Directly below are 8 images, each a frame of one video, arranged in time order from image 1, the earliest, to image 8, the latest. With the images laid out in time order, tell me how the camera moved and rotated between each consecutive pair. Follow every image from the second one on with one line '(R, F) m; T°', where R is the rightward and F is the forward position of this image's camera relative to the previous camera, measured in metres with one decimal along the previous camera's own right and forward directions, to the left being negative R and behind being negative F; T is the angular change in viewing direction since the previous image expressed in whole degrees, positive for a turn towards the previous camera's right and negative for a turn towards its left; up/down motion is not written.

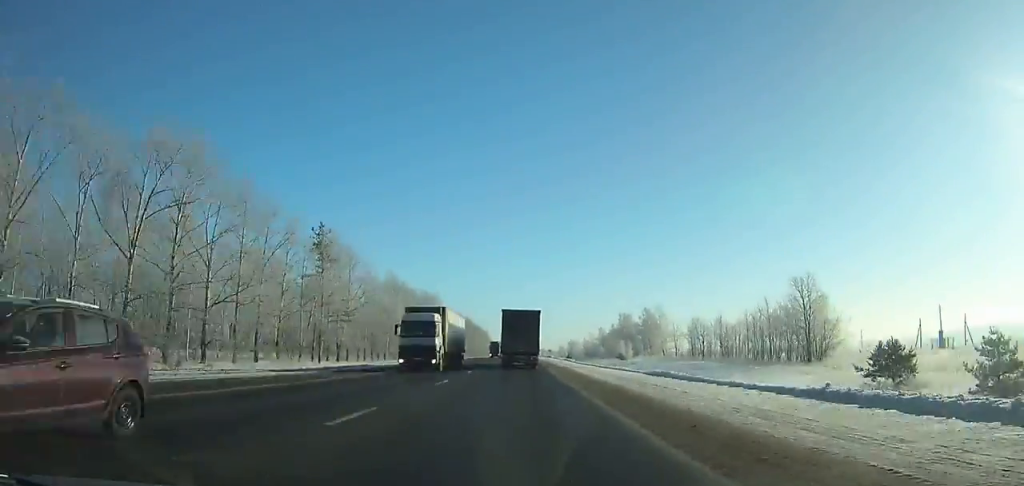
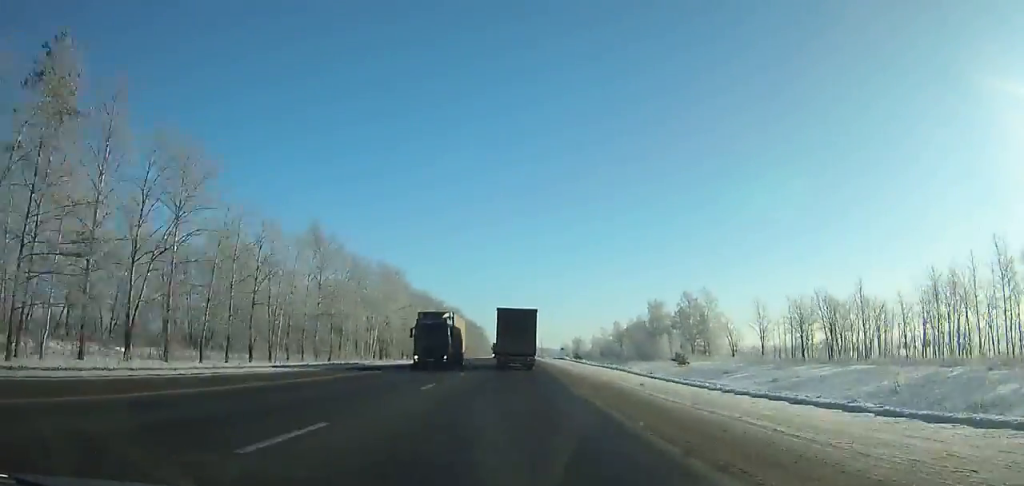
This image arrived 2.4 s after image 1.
(+0.1, +50.8) m; 0°
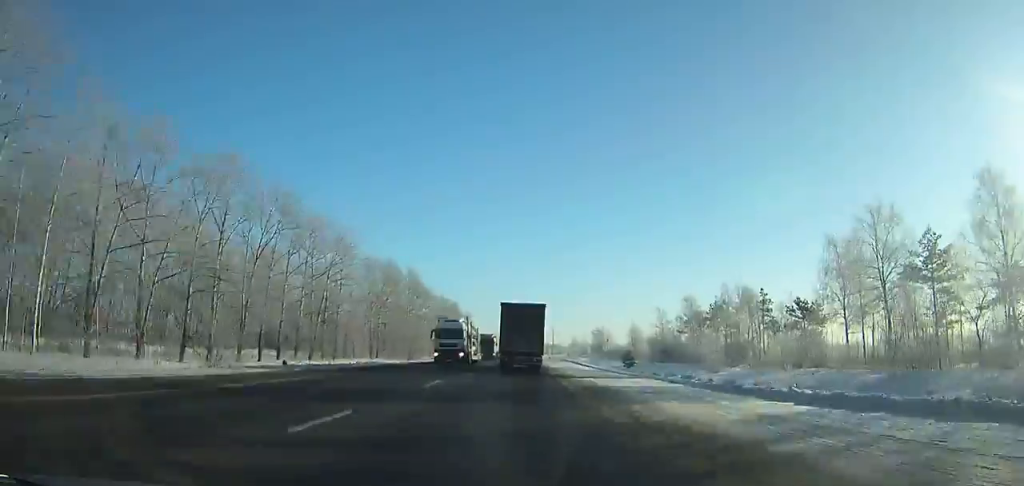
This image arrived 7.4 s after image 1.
(-1.1, +105.6) m; -1°
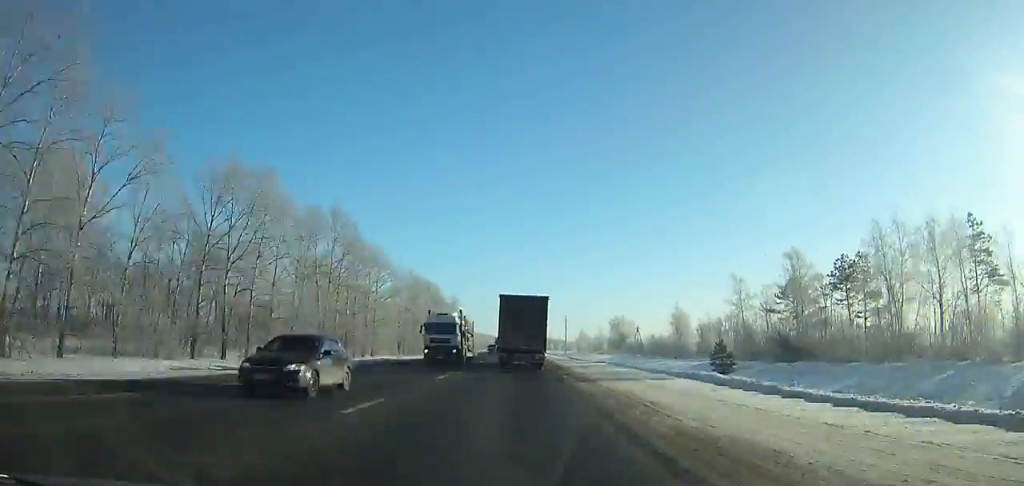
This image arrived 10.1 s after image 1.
(+0.3, +56.7) m; 0°
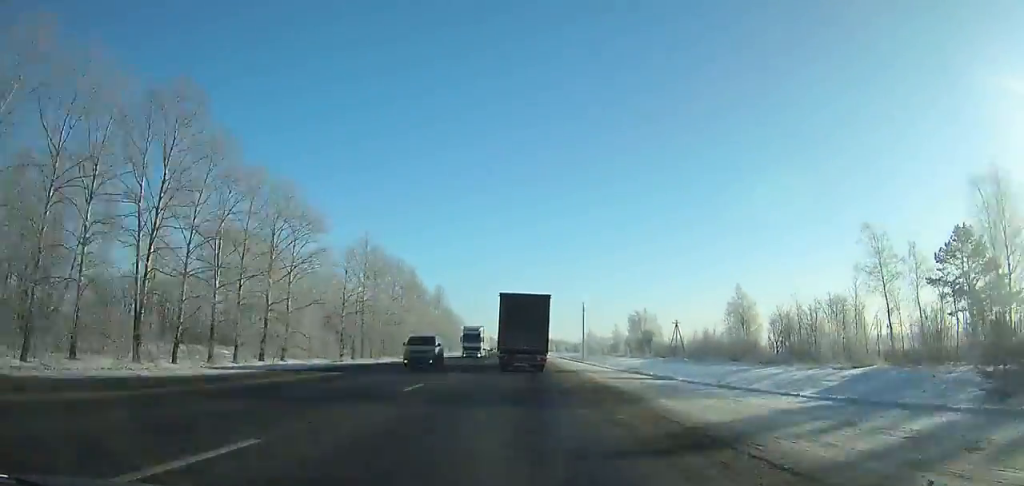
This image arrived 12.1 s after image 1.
(0.0, +41.6) m; 0°
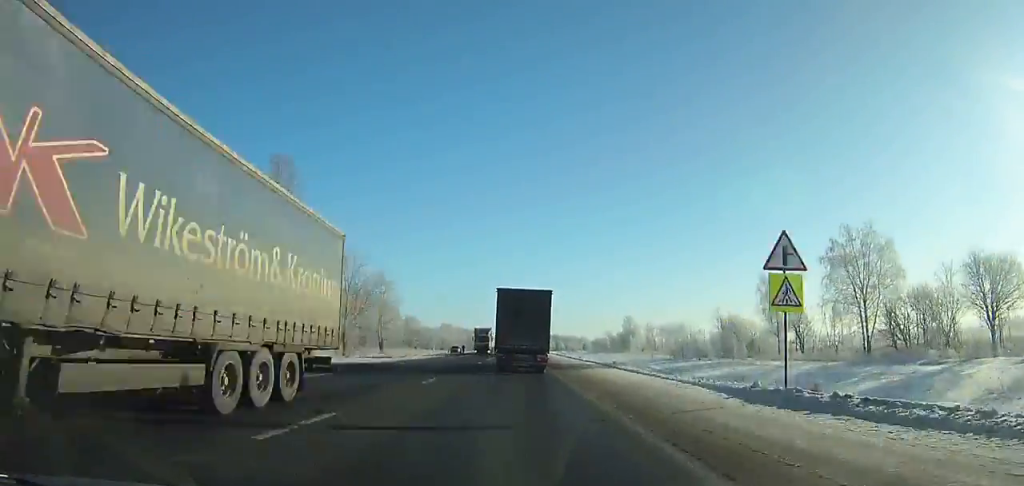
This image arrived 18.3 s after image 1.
(0.0, +126.7) m; 0°
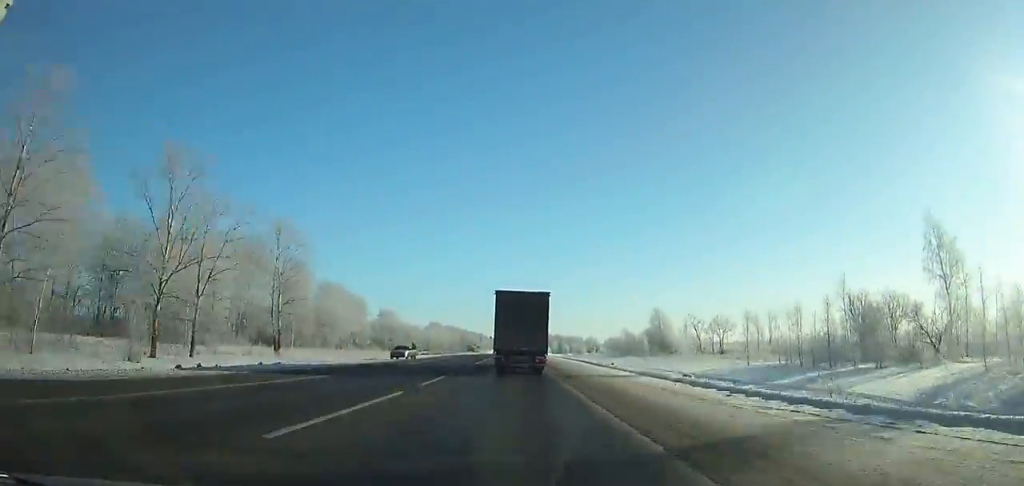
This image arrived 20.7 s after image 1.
(+0.1, +48.1) m; 0°
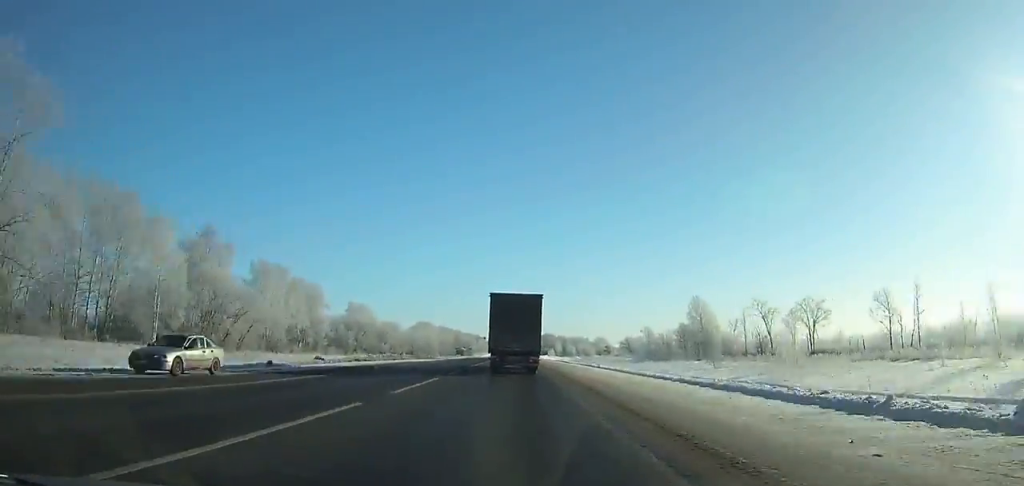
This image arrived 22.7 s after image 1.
(+0.2, +39.9) m; 0°
